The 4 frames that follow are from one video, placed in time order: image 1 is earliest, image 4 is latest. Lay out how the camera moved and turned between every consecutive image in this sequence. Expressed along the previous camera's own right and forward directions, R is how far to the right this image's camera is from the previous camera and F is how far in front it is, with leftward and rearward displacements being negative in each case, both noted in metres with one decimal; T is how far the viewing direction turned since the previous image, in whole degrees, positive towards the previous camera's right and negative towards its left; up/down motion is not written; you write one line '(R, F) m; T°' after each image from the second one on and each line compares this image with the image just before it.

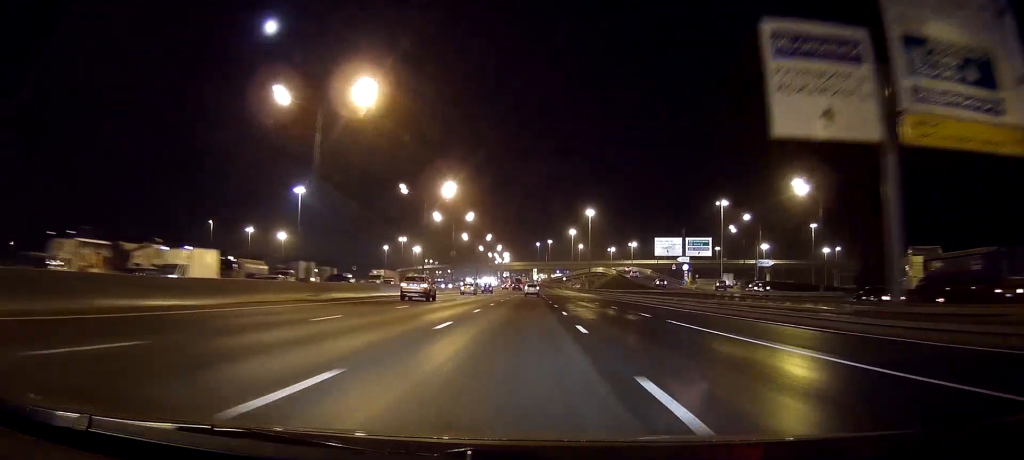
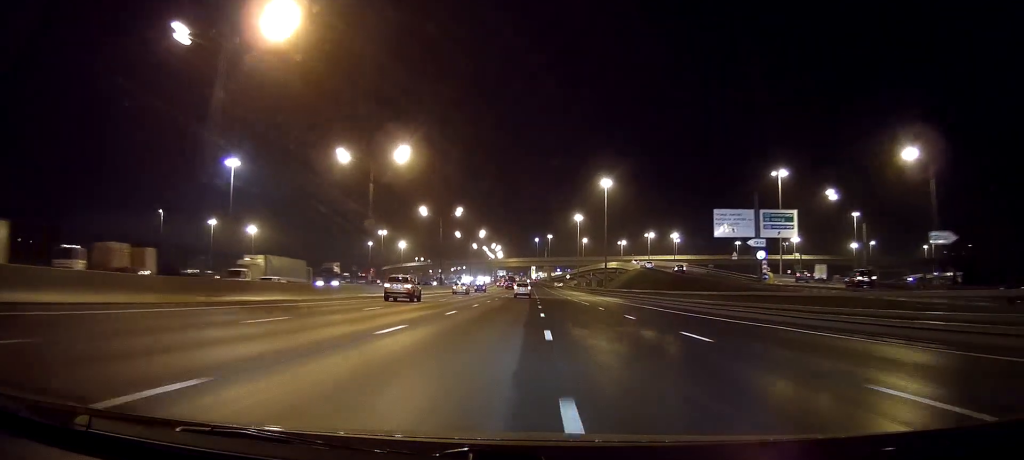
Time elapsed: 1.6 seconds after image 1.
(0.0, +49.0) m; 0°
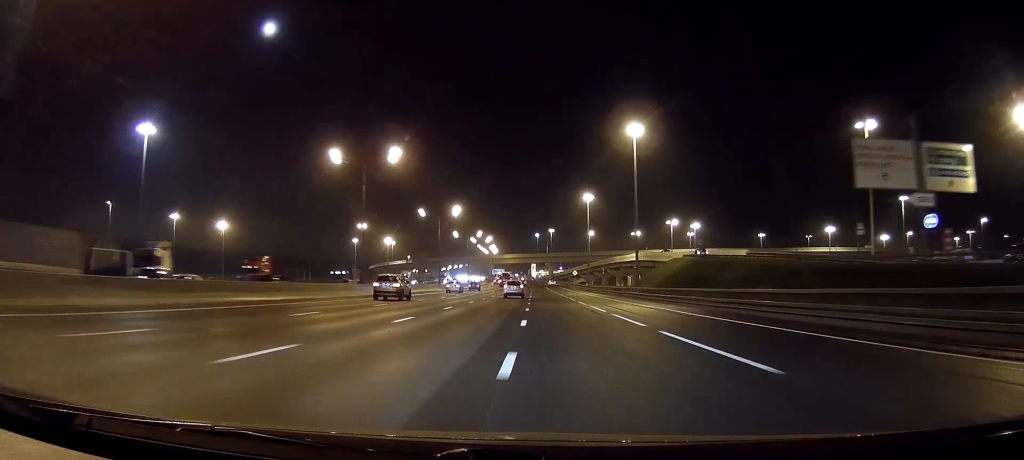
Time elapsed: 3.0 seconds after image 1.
(0.0, +41.9) m; 0°
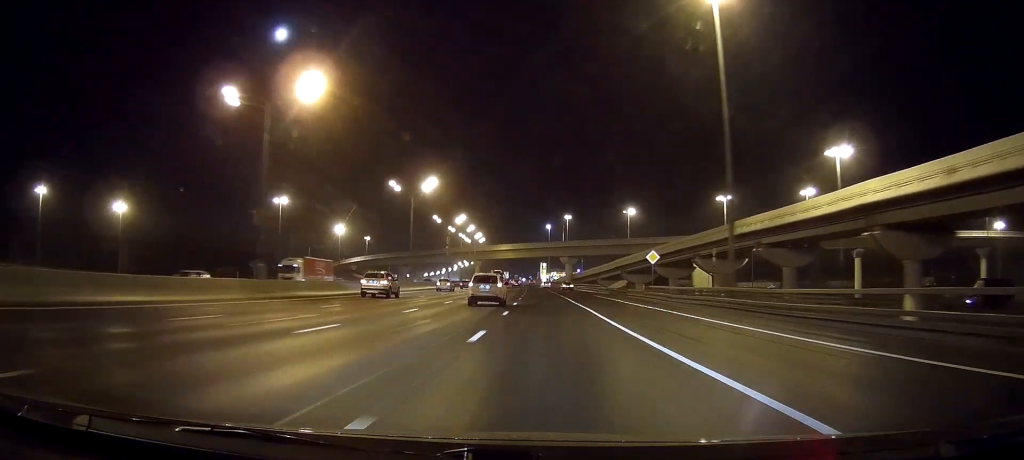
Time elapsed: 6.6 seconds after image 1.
(-1.4, +112.7) m; -1°
